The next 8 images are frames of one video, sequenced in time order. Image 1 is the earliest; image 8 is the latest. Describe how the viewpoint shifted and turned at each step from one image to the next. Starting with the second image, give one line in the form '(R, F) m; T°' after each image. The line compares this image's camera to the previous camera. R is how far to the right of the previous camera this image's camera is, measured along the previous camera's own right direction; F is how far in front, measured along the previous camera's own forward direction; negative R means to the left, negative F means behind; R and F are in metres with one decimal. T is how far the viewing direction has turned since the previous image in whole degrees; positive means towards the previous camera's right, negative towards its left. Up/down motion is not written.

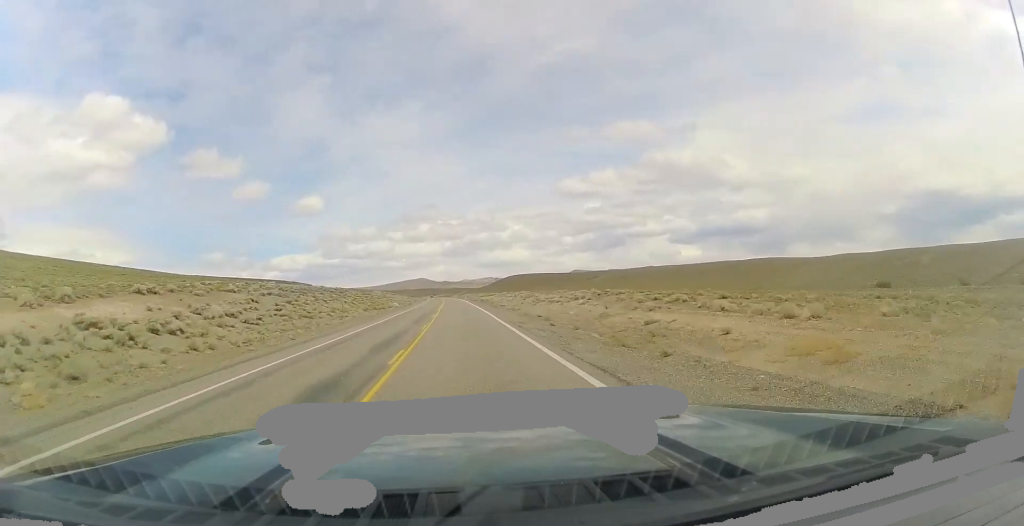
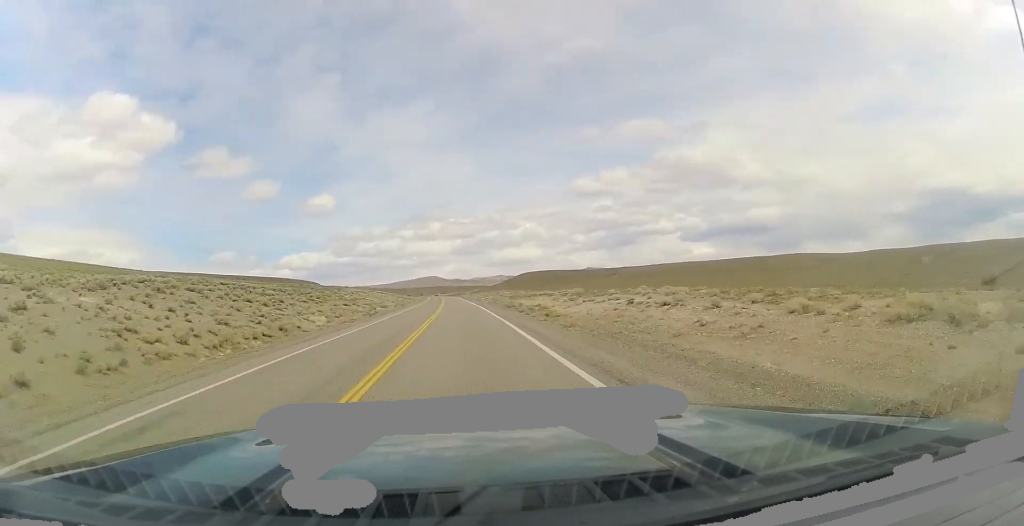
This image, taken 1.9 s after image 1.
(-0.3, +65.5) m; -1°
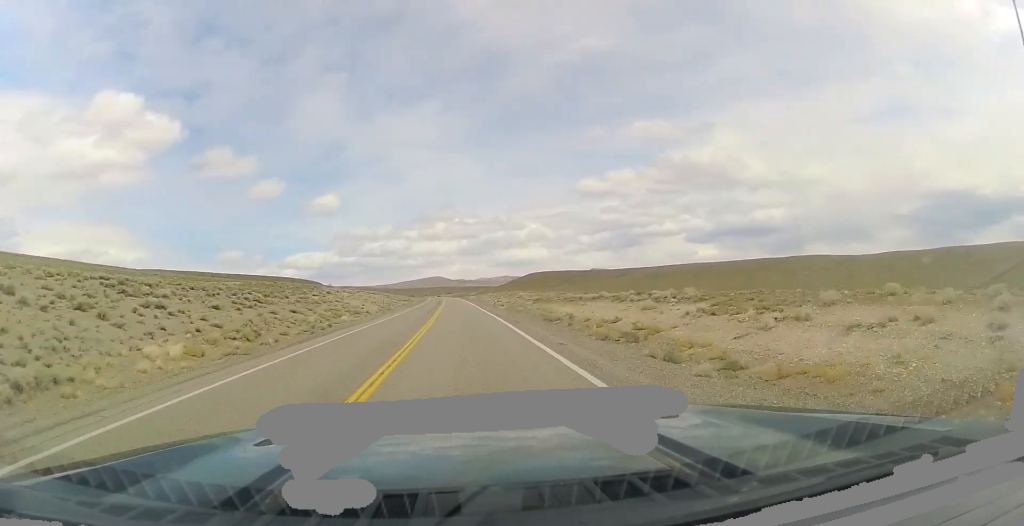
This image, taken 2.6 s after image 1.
(+0.1, +25.3) m; -1°
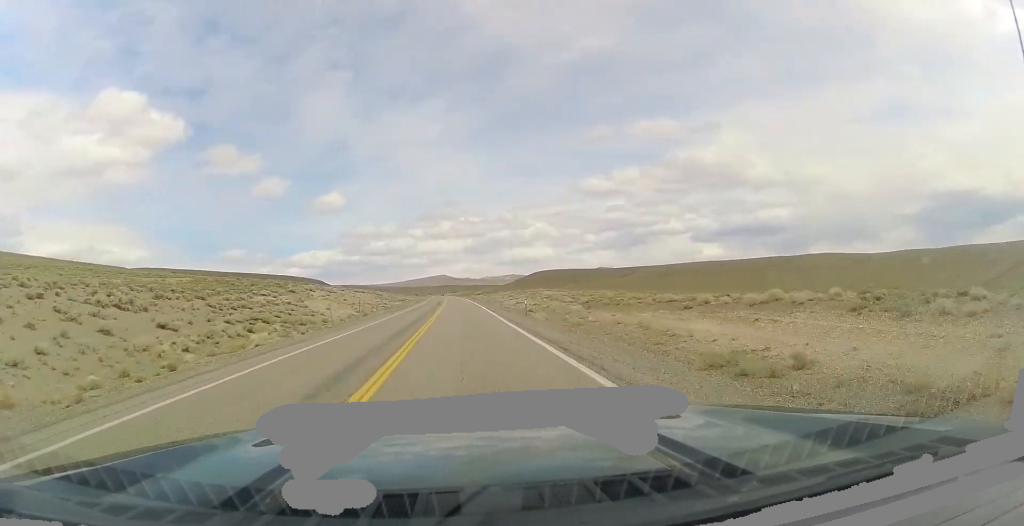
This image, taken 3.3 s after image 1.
(-0.4, +24.1) m; -1°
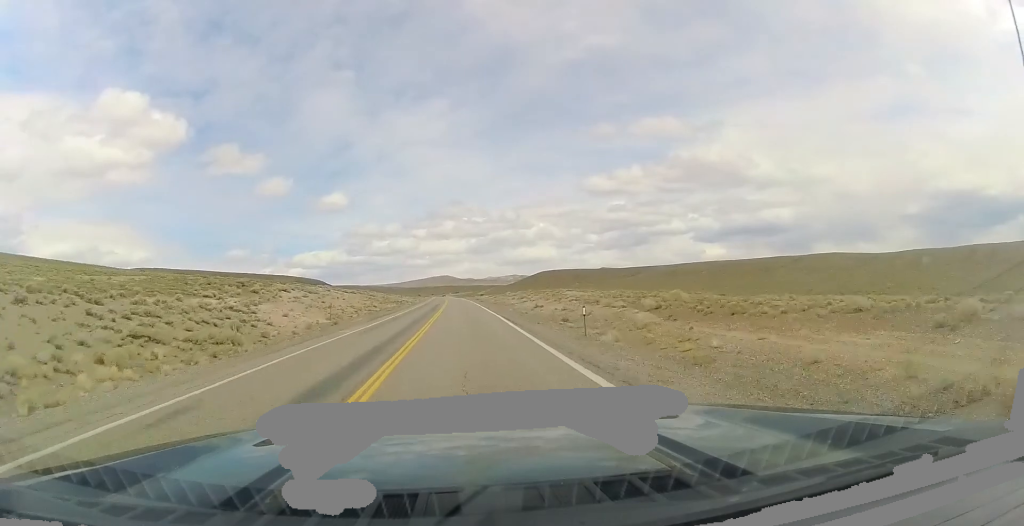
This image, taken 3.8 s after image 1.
(-0.1, +14.9) m; 0°
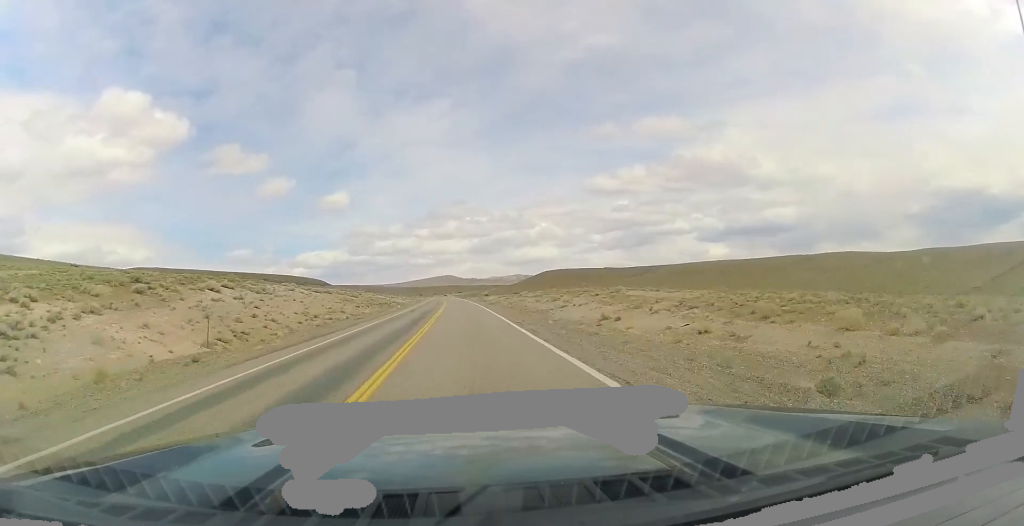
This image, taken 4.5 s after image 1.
(0.0, +24.0) m; 0°
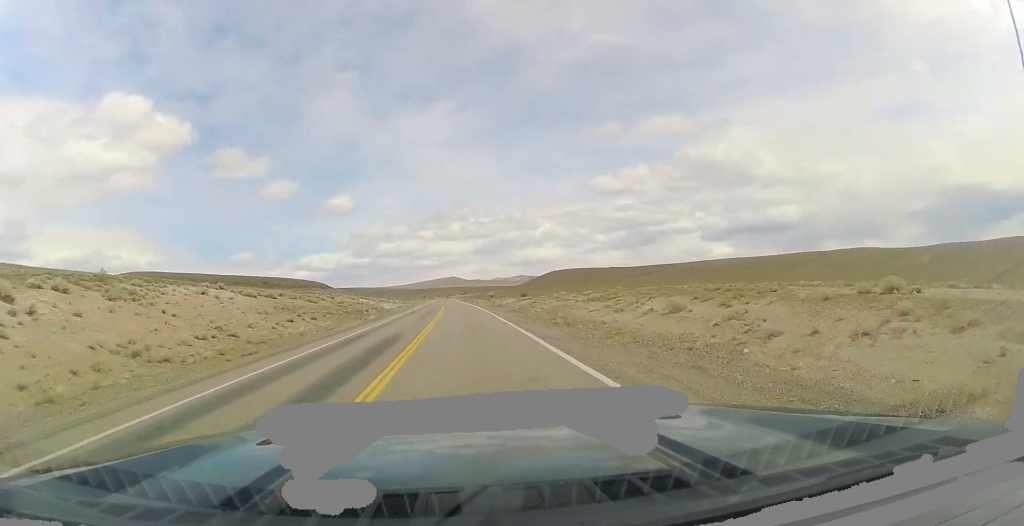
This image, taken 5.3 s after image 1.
(-0.1, +29.5) m; 0°
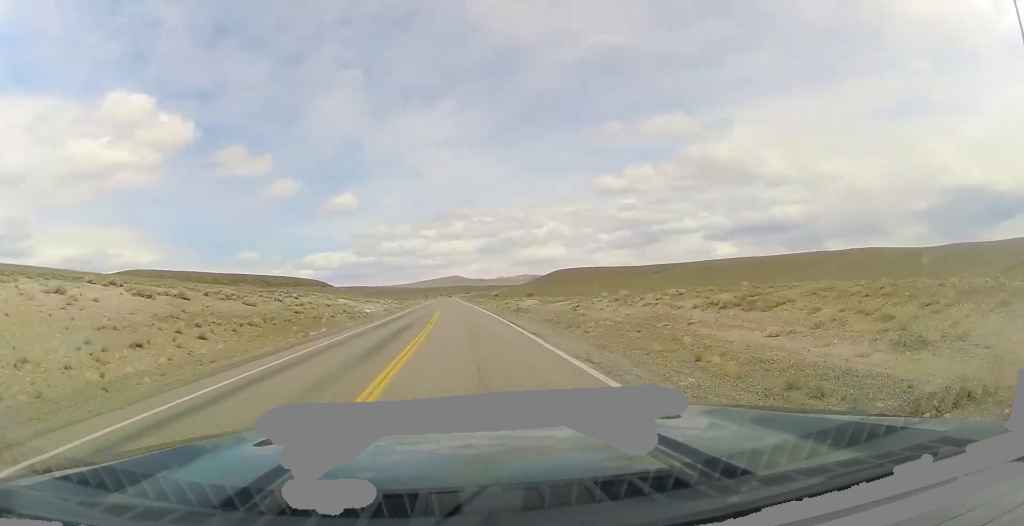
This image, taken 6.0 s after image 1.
(0.0, +21.5) m; 0°
